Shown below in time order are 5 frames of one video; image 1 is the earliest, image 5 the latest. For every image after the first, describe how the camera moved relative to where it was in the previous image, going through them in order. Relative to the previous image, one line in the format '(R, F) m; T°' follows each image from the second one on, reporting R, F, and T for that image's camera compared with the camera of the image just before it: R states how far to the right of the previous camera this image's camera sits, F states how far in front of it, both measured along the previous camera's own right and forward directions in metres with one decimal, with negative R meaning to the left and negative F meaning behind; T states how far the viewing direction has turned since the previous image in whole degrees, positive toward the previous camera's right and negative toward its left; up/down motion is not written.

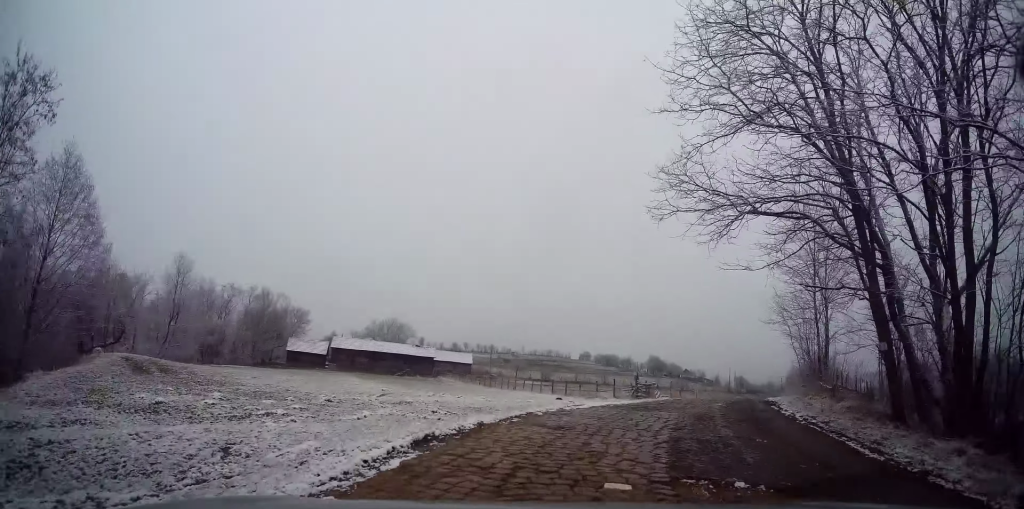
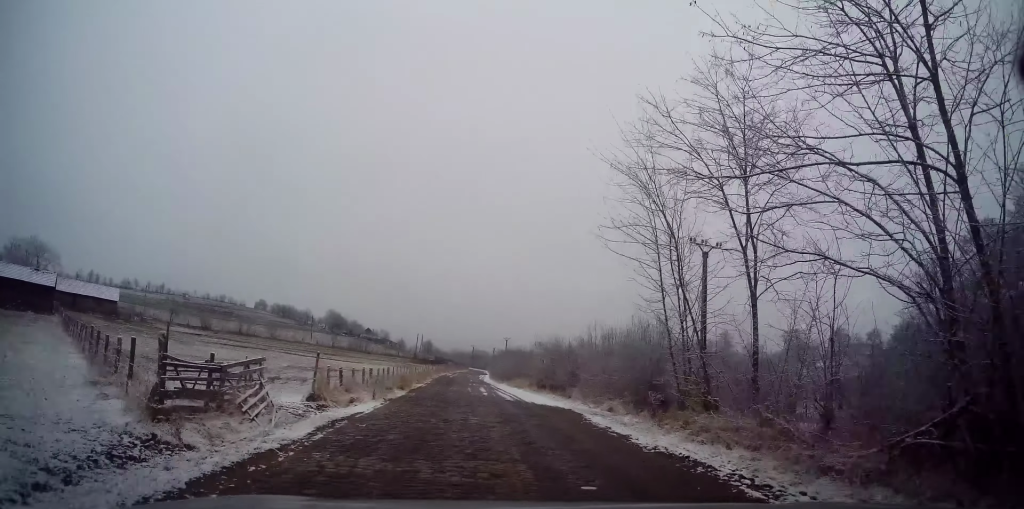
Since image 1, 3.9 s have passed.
(+6.0, +21.2) m; +28°
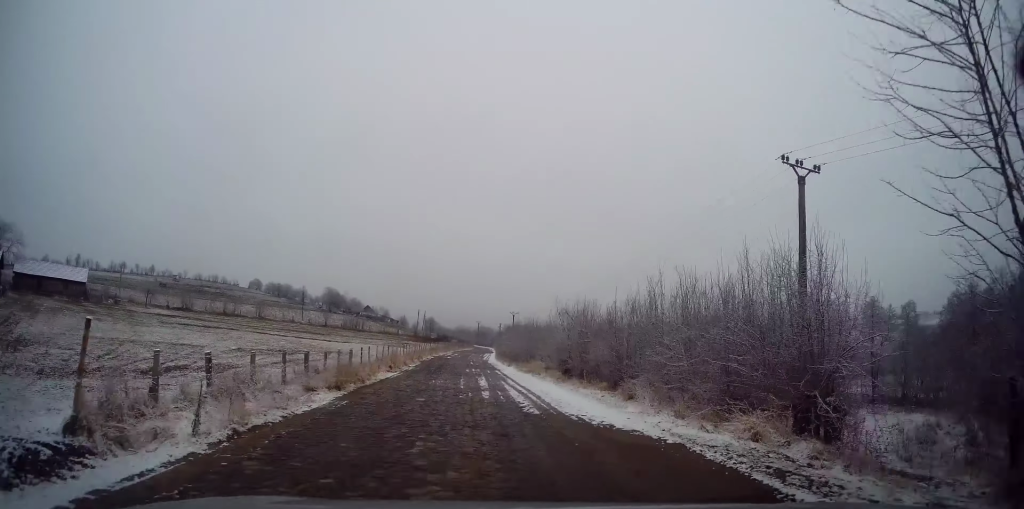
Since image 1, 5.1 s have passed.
(+0.3, +9.3) m; +1°
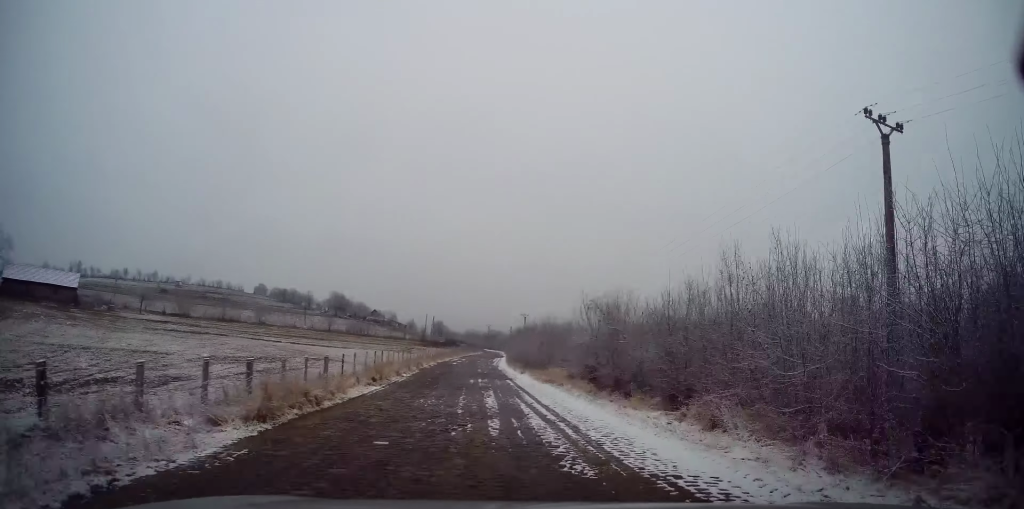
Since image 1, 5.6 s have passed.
(-0.2, +4.6) m; 0°
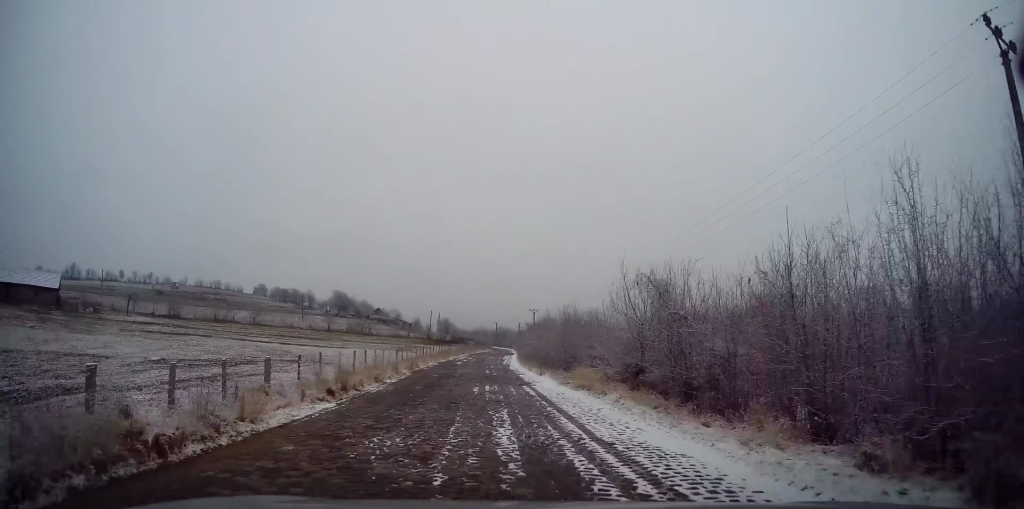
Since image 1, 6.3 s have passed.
(+0.2, +5.9) m; 0°
